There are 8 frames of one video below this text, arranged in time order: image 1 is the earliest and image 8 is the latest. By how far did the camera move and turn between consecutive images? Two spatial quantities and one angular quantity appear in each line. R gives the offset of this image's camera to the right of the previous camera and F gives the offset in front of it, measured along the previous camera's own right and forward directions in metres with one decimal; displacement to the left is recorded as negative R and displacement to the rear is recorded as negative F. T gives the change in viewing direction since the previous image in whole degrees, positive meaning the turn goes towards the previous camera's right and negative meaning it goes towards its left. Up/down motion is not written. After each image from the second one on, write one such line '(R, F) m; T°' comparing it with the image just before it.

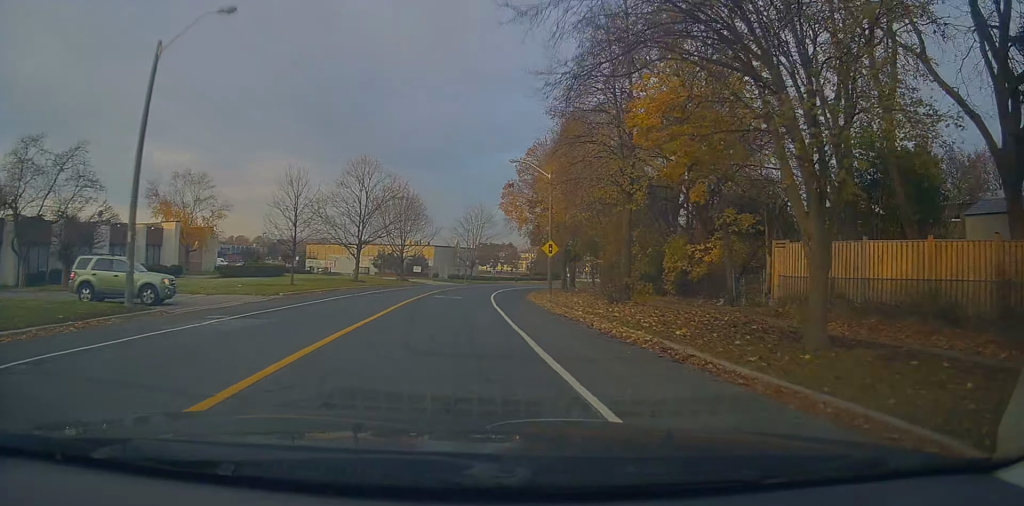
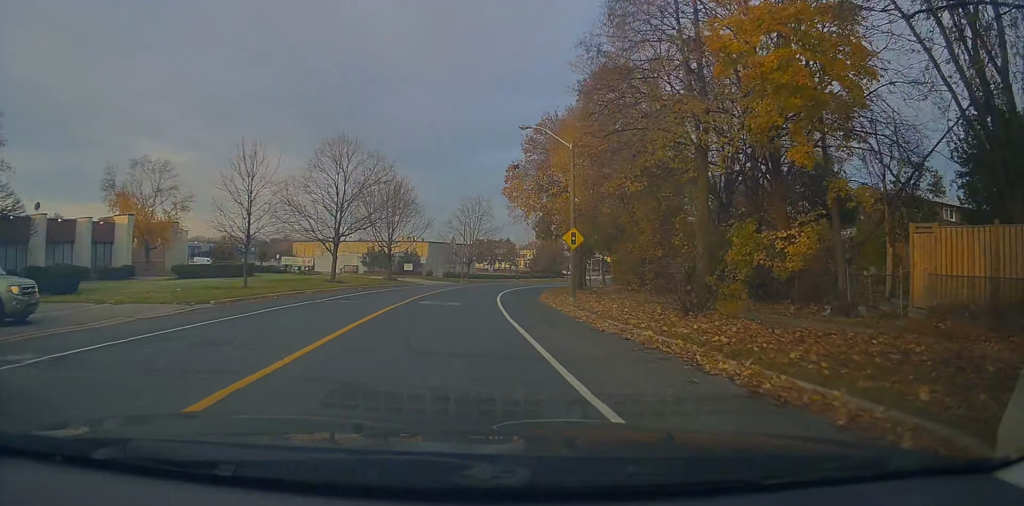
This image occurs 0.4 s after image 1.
(+0.2, +7.5) m; 0°
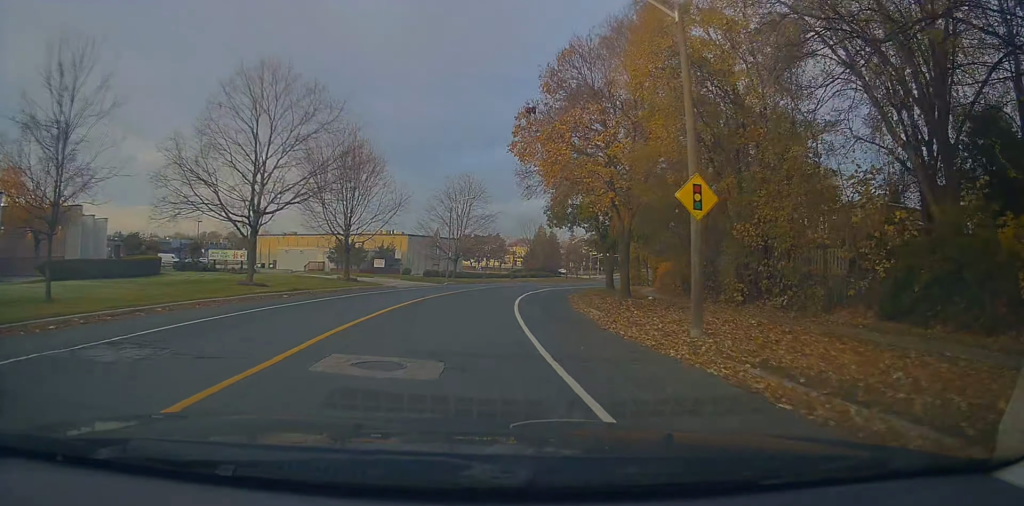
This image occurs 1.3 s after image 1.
(+0.2, +15.1) m; 0°
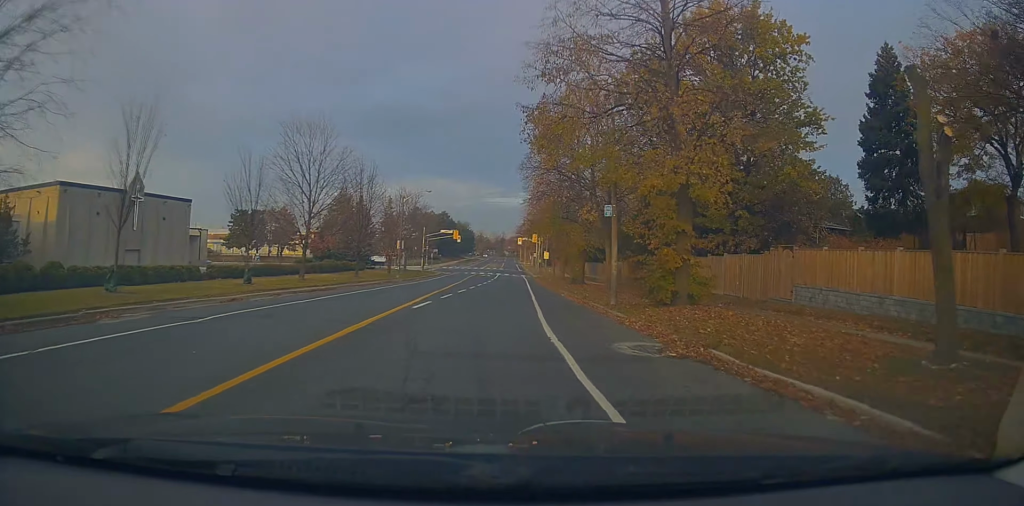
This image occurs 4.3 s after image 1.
(+5.4, +52.5) m; +18°
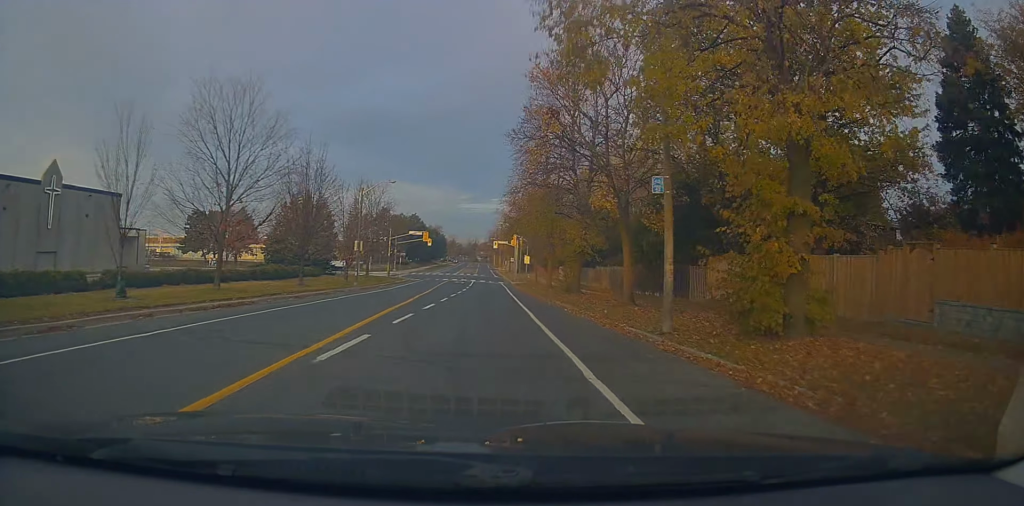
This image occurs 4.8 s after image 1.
(+0.3, +8.5) m; +3°
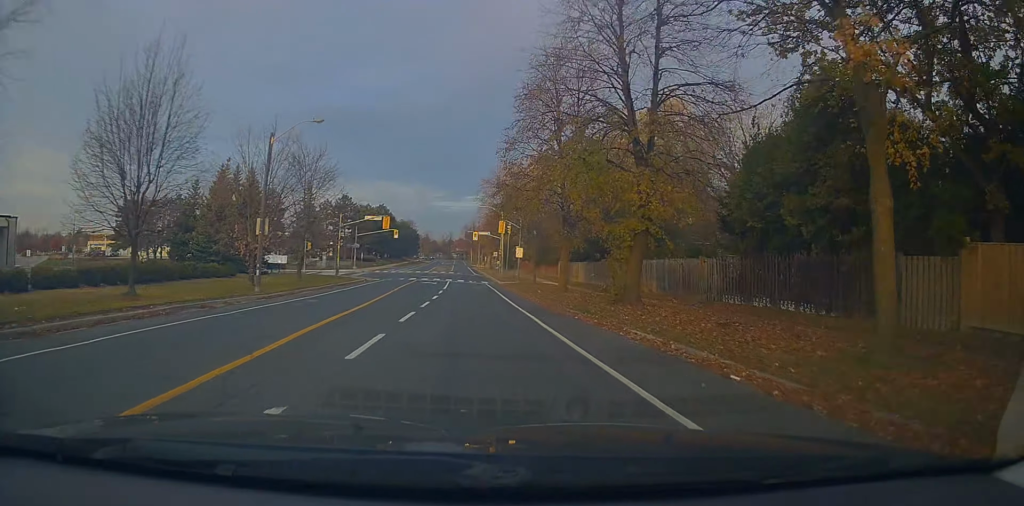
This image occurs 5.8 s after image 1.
(+0.8, +17.8) m; +4°
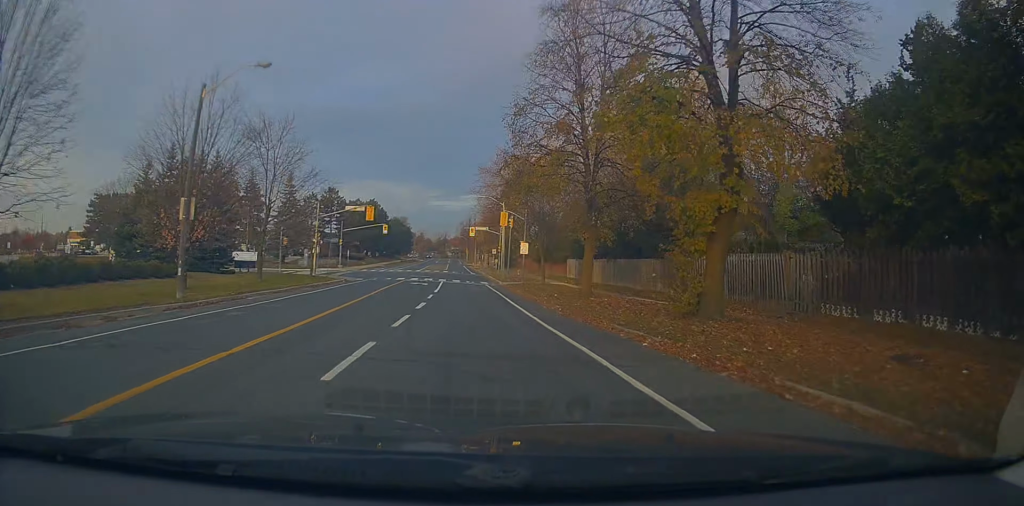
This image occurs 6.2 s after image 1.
(+0.1, +7.2) m; +1°
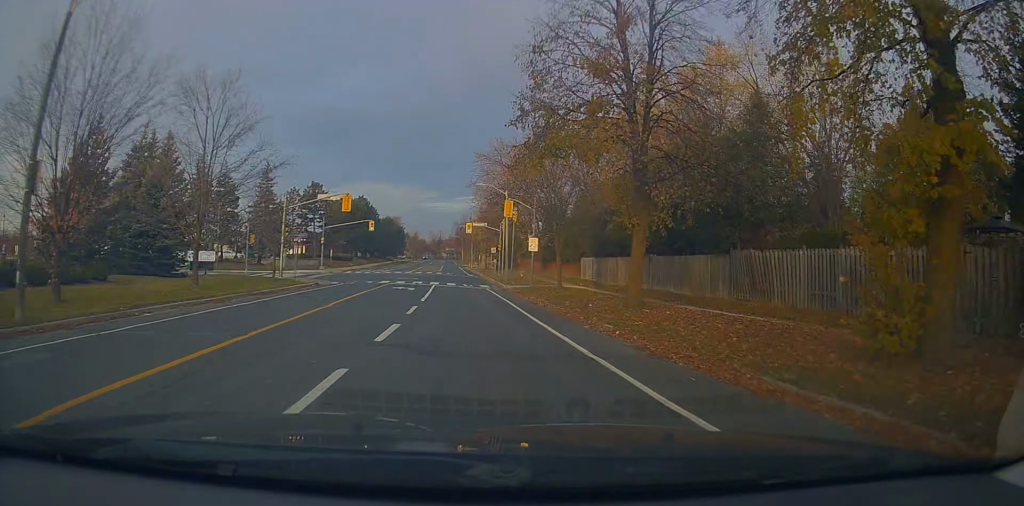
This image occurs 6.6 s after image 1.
(+0.1, +8.2) m; +1°
